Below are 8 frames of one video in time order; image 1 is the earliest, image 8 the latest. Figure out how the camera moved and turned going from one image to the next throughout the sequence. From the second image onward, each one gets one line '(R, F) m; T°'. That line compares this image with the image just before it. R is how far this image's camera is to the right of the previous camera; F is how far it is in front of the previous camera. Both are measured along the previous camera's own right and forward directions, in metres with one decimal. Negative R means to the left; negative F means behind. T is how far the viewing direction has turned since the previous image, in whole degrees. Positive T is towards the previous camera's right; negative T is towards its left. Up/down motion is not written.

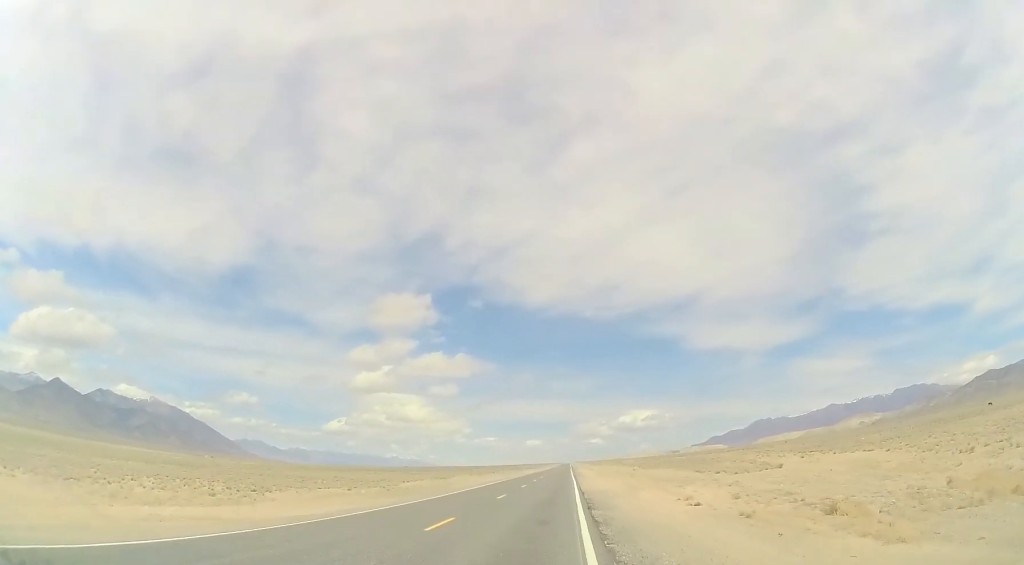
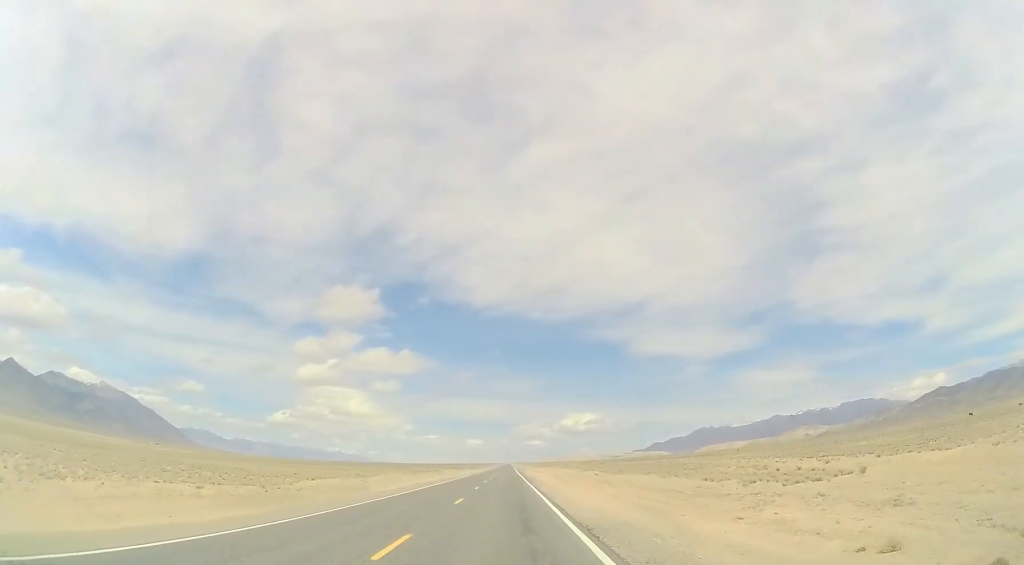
(+1.1, +16.9) m; +8°
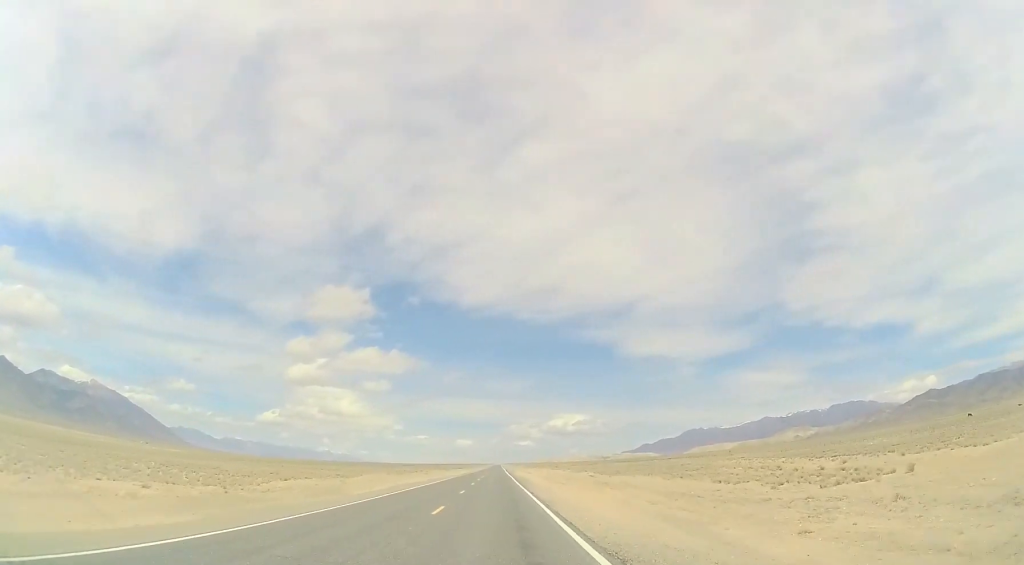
(0.0, +4.6) m; +1°
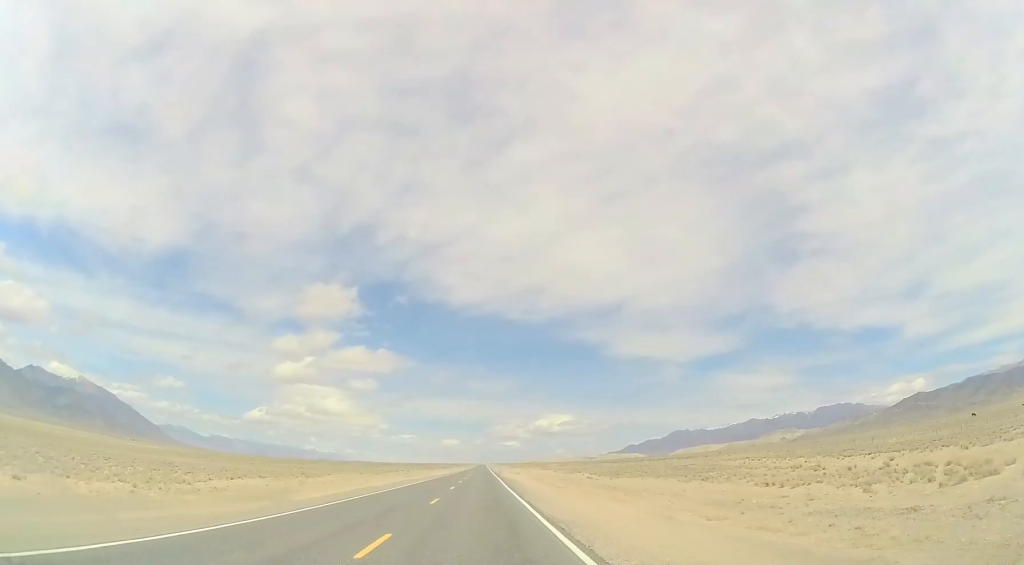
(+0.3, +8.6) m; +1°
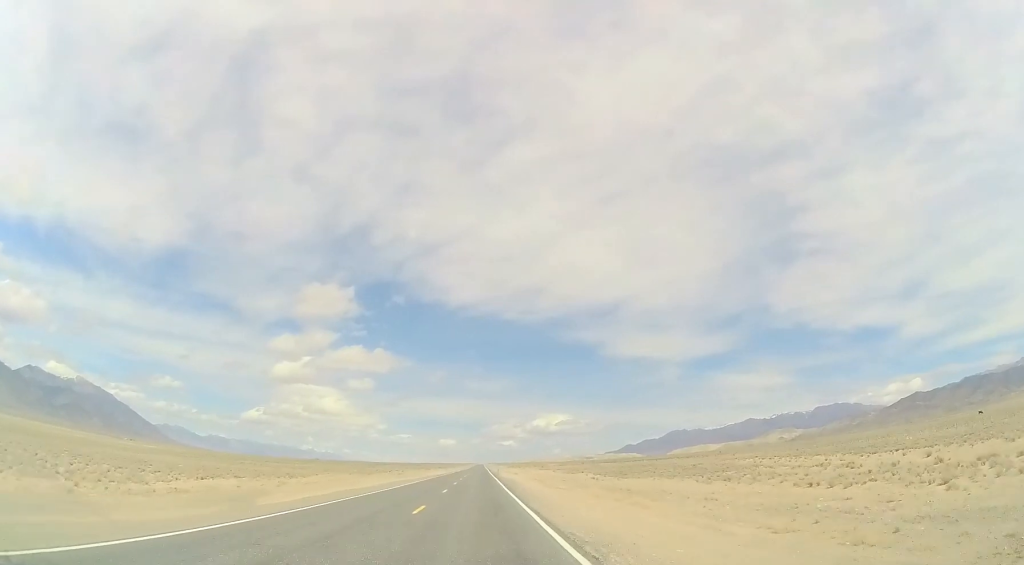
(-0.1, +4.8) m; 0°
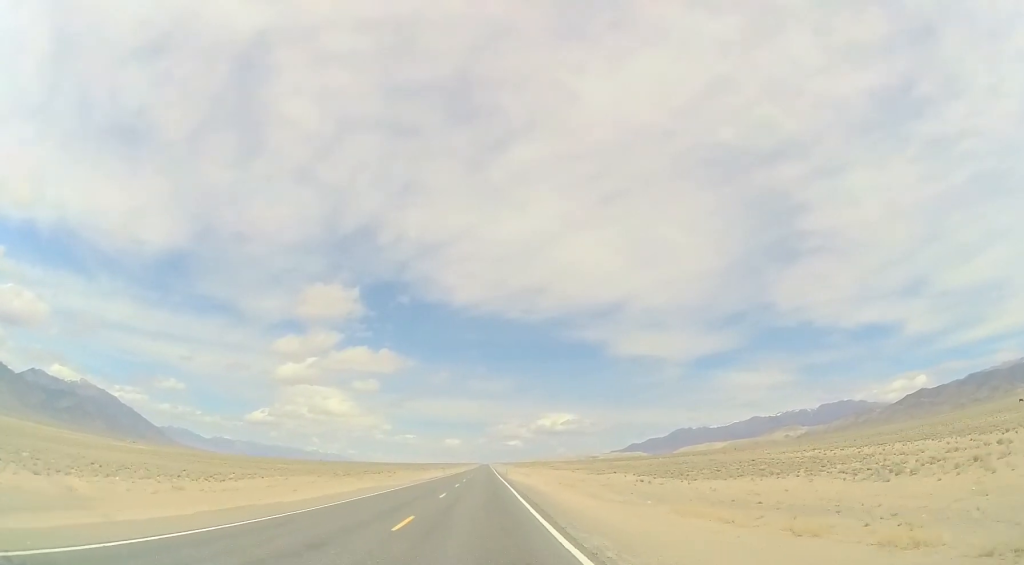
(-0.1, +18.0) m; +2°
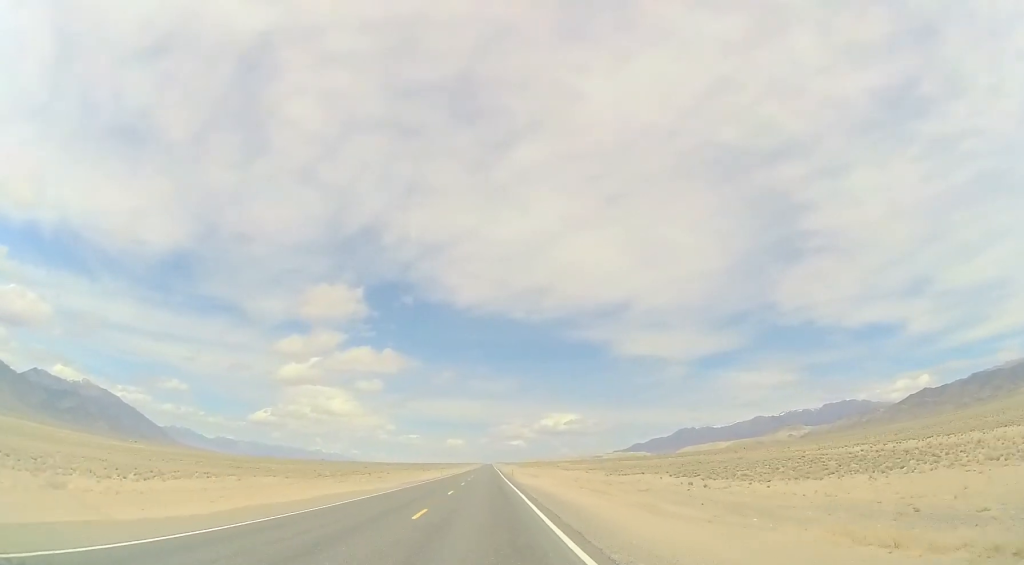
(+0.3, +10.9) m; -2°
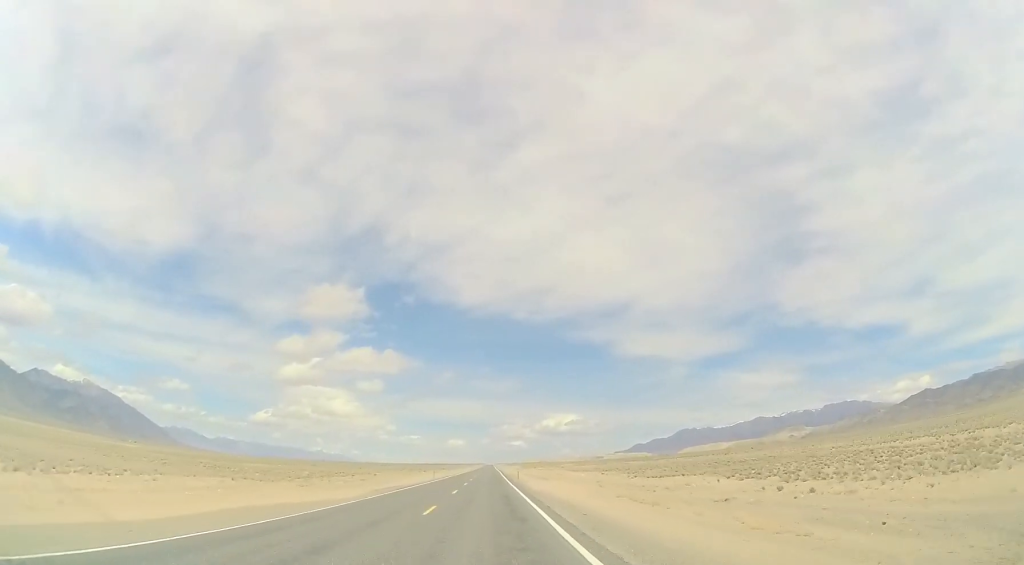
(-0.5, +11.7) m; -1°
